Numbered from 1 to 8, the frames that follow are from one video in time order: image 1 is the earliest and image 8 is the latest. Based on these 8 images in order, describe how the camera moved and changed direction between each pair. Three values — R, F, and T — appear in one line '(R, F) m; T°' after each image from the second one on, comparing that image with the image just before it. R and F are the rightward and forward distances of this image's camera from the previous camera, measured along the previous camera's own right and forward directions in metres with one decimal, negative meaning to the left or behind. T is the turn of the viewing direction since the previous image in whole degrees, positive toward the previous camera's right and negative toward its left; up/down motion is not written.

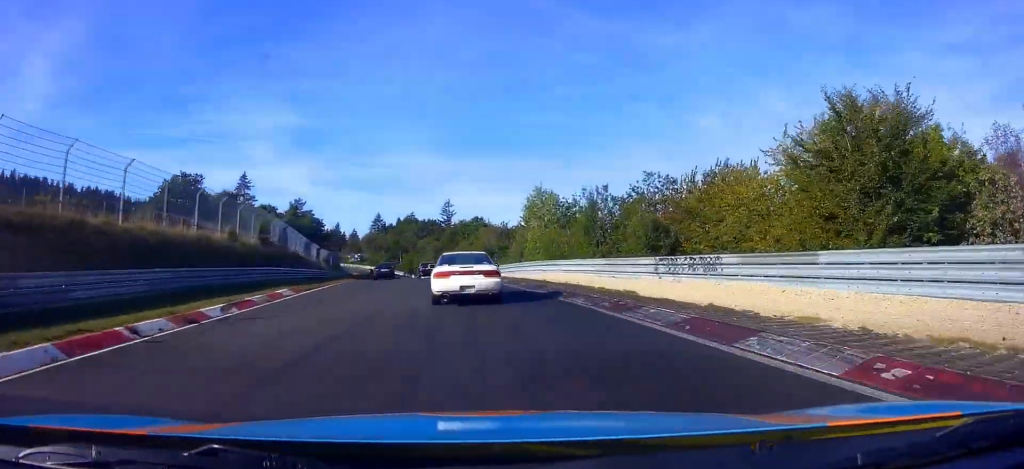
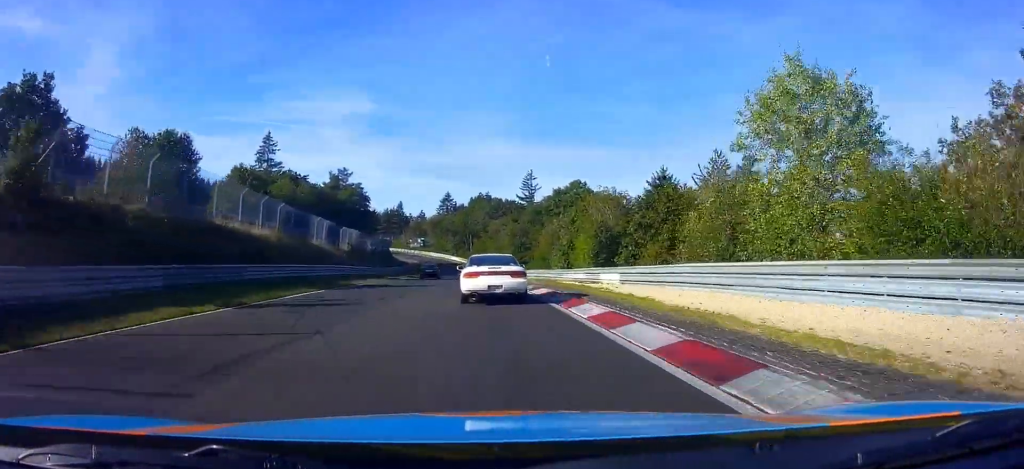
(-2.4, +24.2) m; -18°
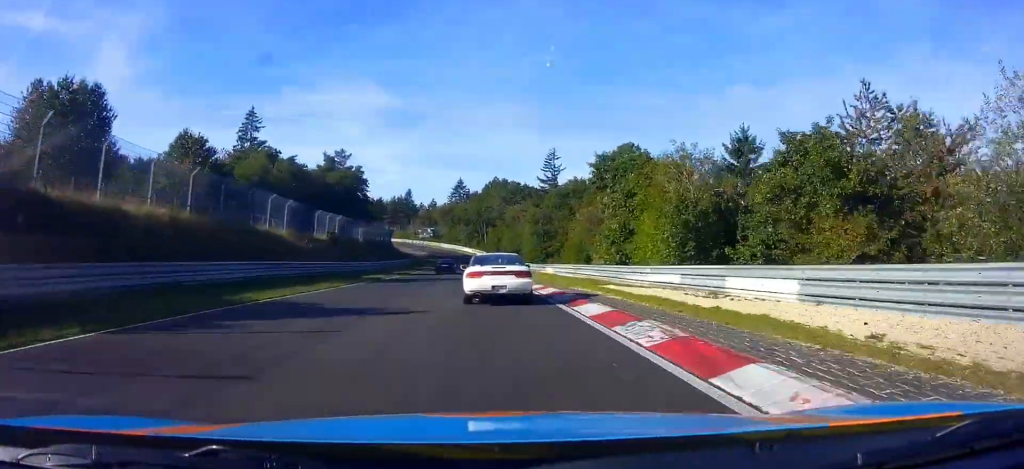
(-1.7, +10.3) m; -11°
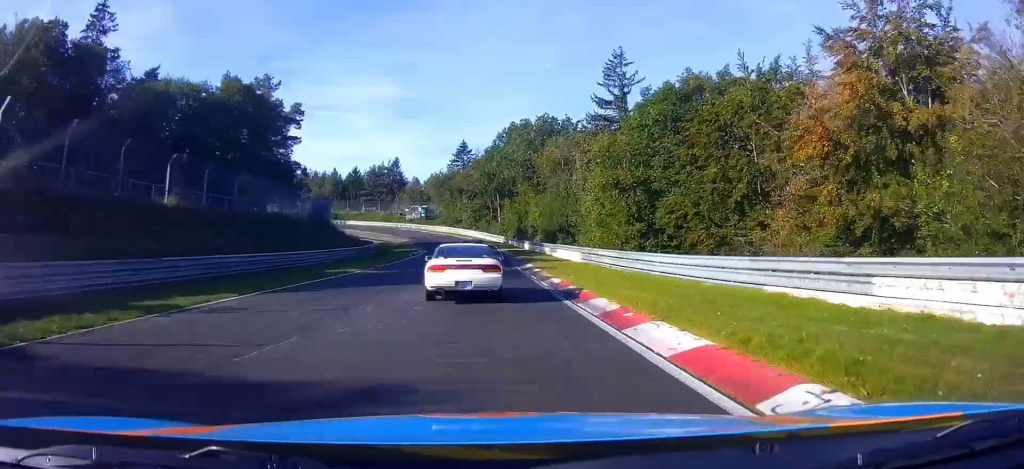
(-7.9, +31.5) m; -23°
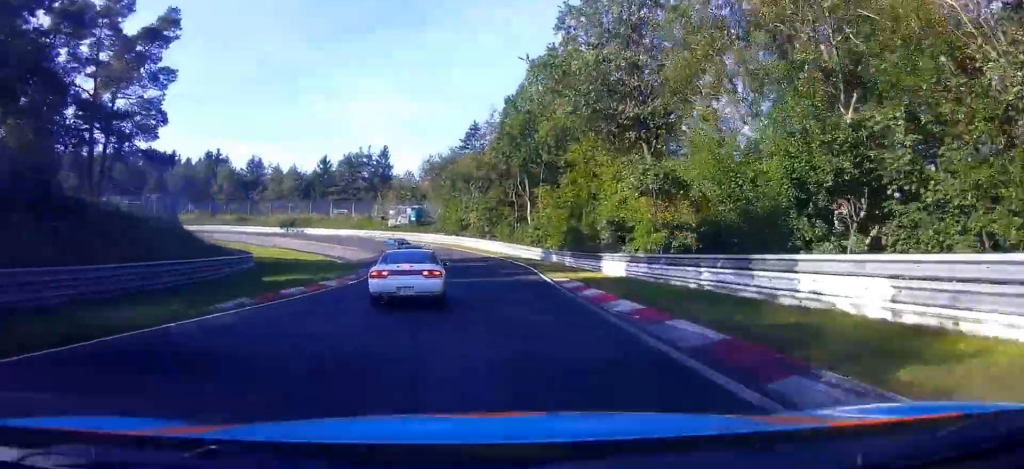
(-2.8, +30.0) m; -7°
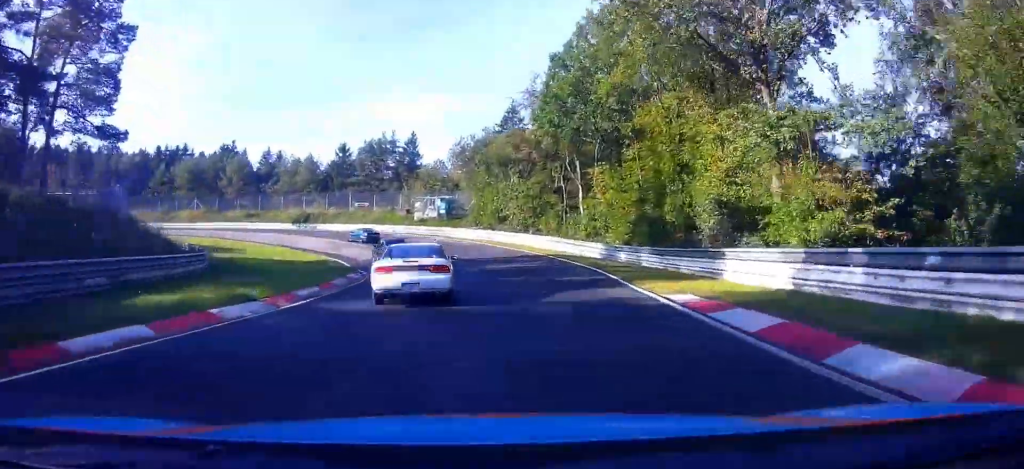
(-0.1, +10.1) m; -1°
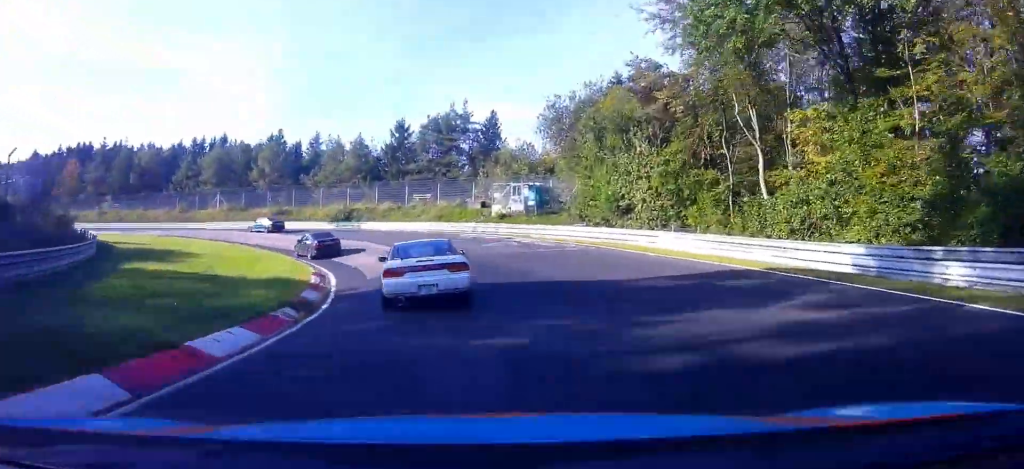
(-0.5, +20.2) m; -4°
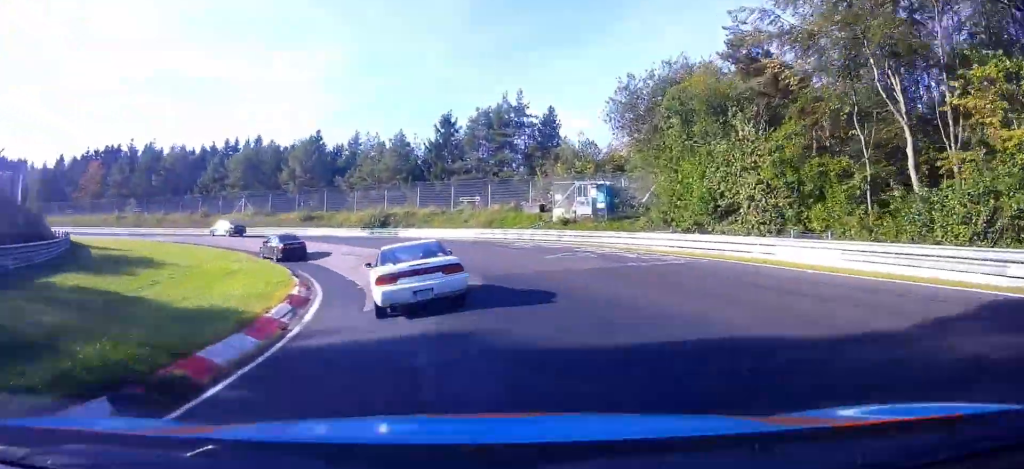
(0.0, +8.7) m; -2°
